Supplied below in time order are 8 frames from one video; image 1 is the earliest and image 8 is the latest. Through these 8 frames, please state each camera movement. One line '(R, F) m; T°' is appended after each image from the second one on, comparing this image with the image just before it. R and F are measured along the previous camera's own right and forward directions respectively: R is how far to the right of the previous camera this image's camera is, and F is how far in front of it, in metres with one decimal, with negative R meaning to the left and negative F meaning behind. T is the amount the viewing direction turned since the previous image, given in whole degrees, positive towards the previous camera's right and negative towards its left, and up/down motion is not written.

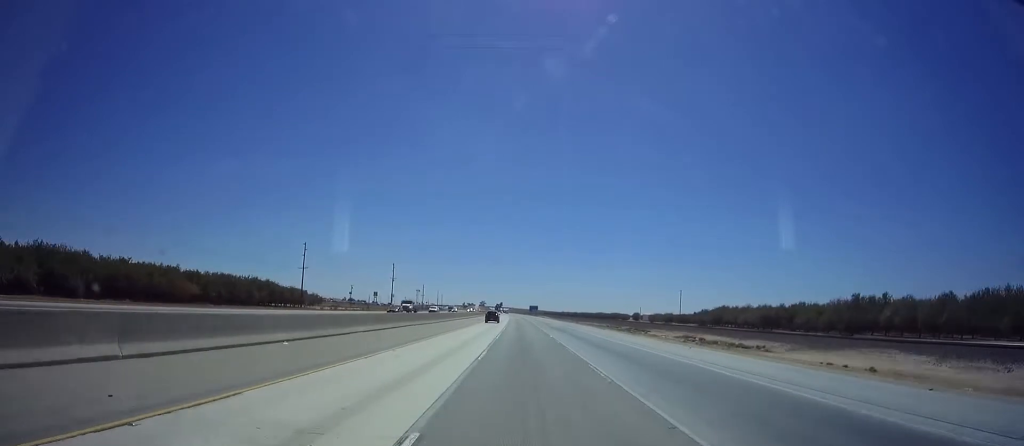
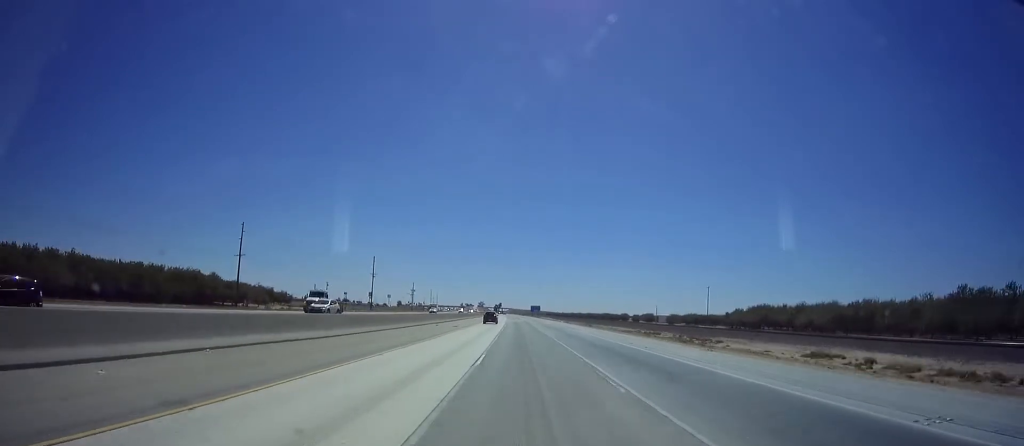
(+0.5, +31.1) m; 0°
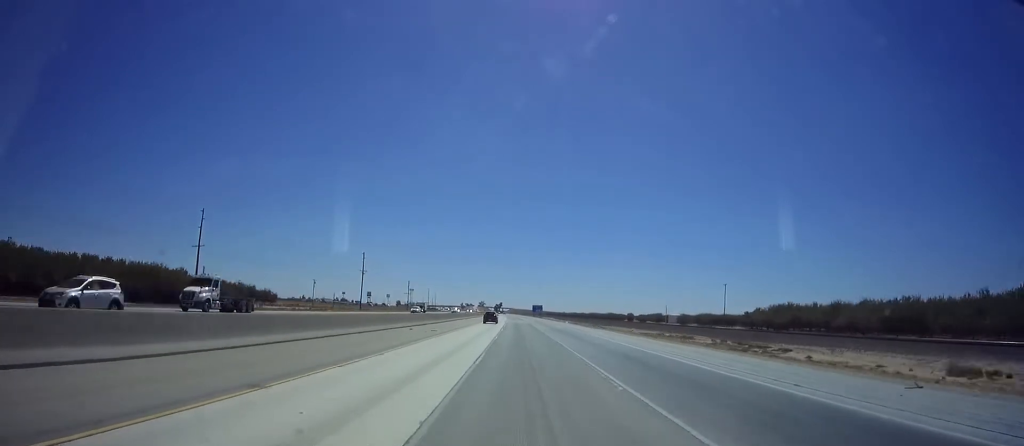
(+0.1, +14.5) m; 0°
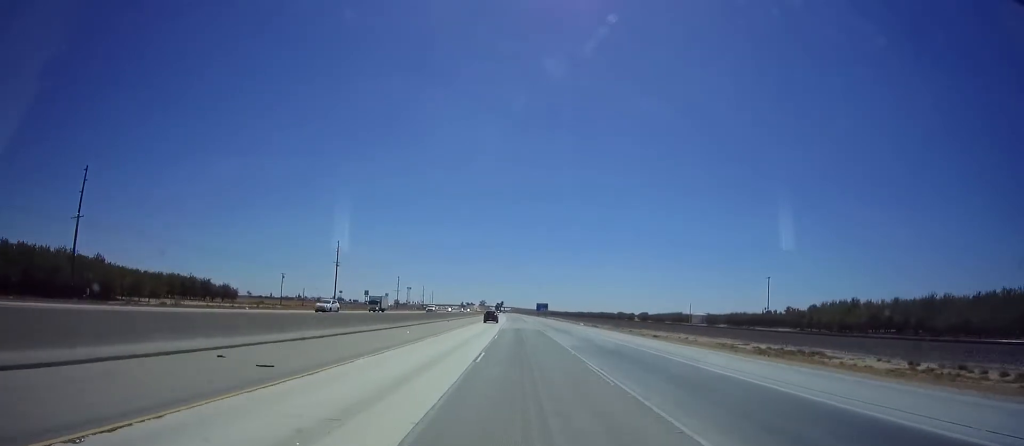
(-0.5, +28.9) m; -1°
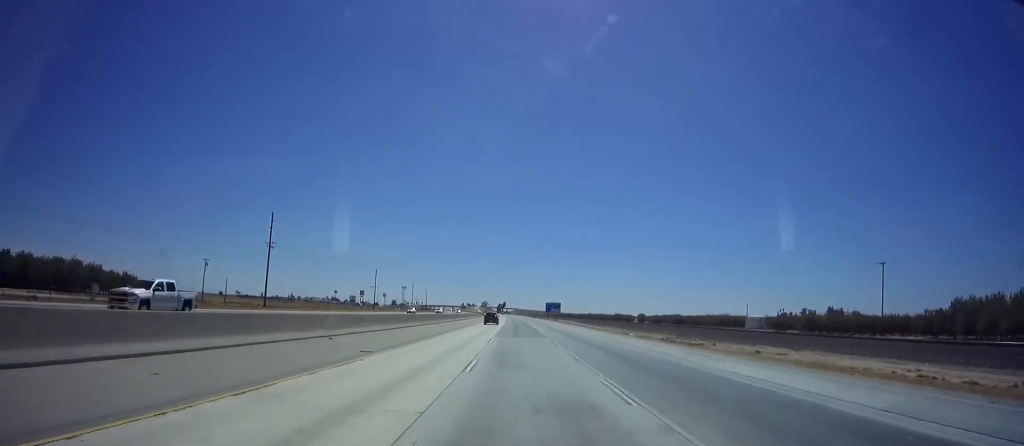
(0.0, +46.7) m; 0°
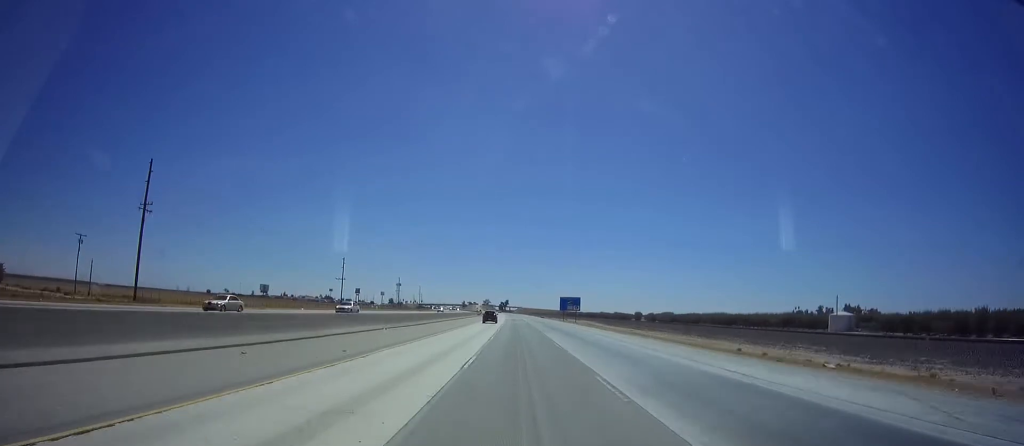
(0.0, +43.4) m; 0°
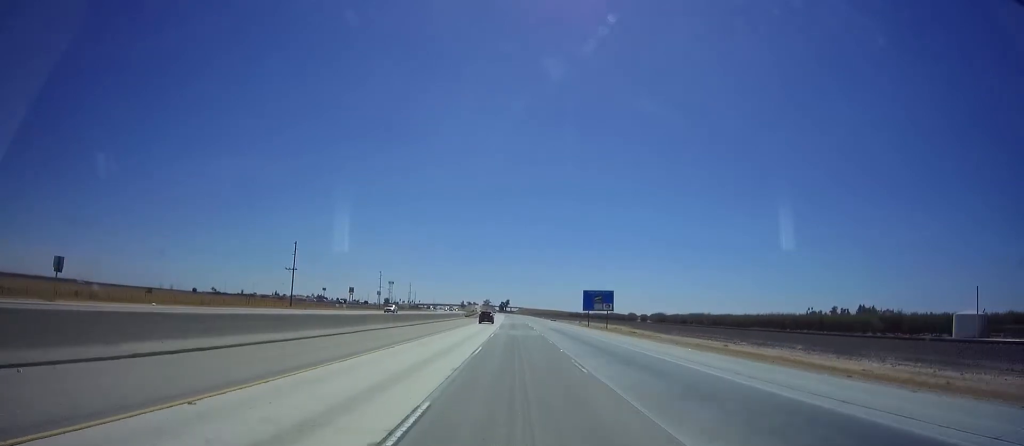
(-0.1, +39.0) m; 0°
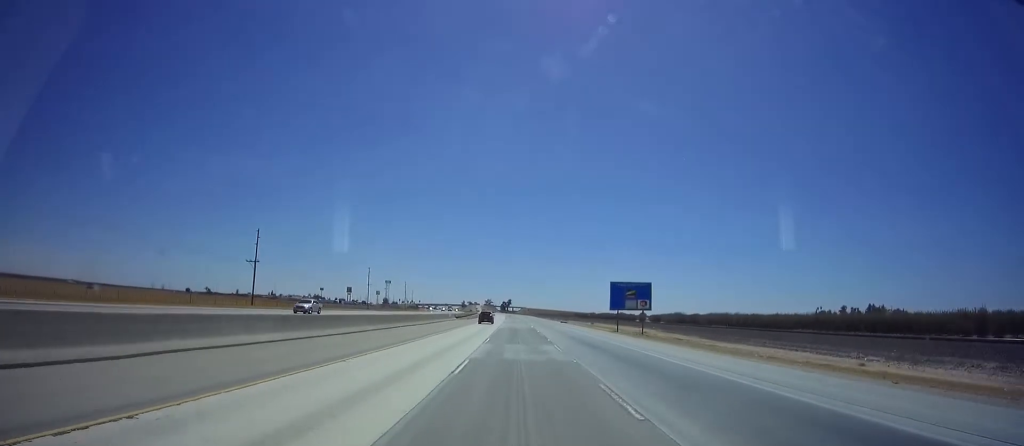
(0.0, +21.1) m; -1°
